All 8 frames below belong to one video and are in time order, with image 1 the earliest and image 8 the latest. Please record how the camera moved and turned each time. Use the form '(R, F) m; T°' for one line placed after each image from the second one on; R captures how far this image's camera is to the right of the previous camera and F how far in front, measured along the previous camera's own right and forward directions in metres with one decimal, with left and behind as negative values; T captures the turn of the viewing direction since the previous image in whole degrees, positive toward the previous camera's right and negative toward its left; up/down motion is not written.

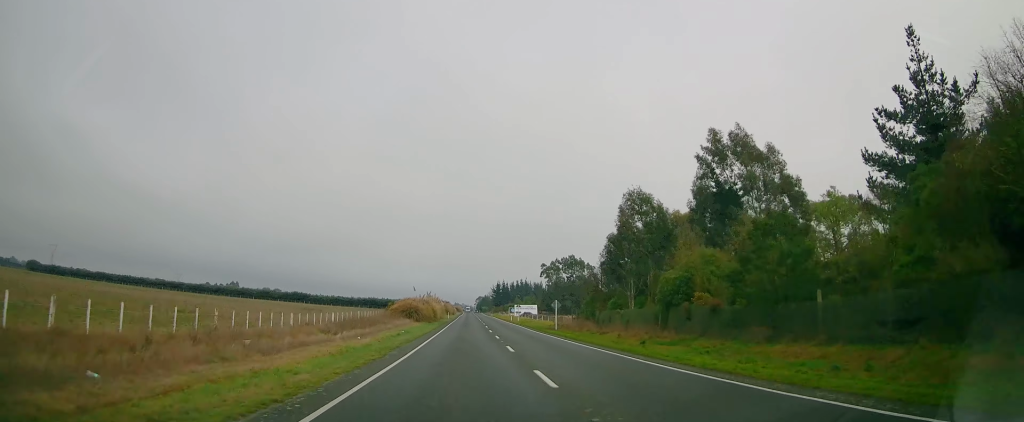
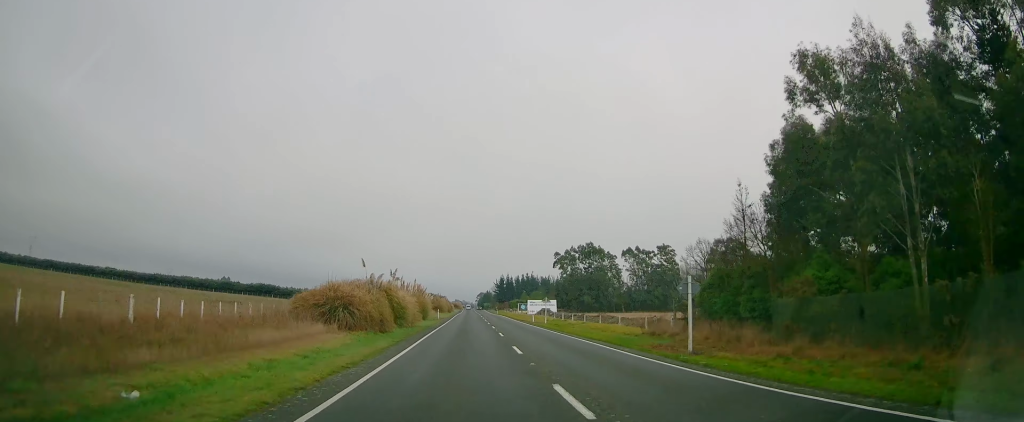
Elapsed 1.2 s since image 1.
(-0.1, +33.3) m; -1°
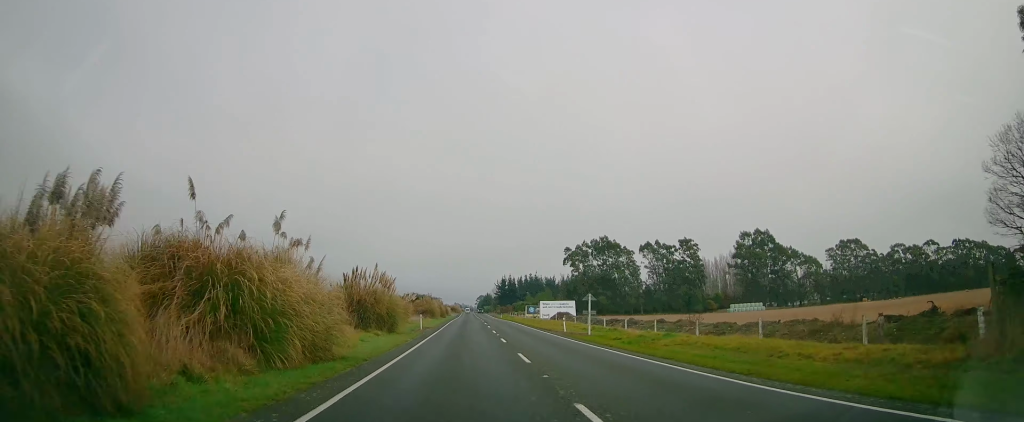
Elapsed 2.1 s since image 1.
(-0.3, +22.4) m; -1°
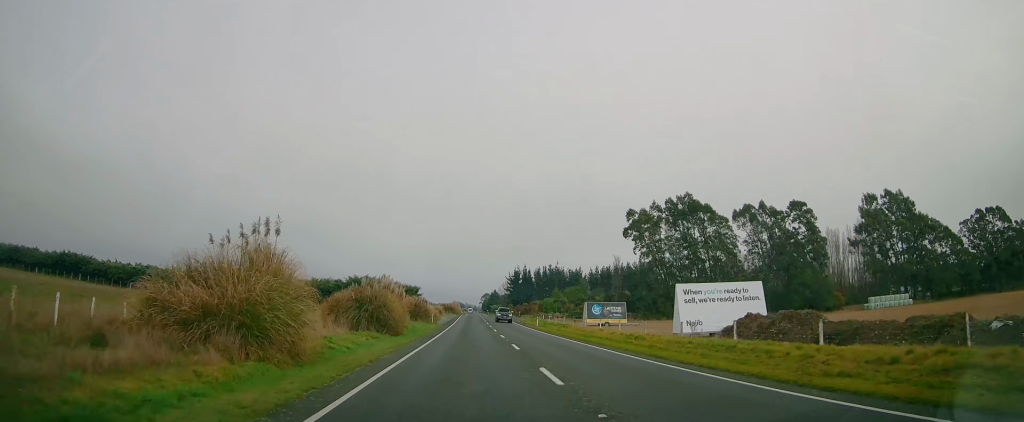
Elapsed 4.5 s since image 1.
(+1.1, +63.3) m; +1°
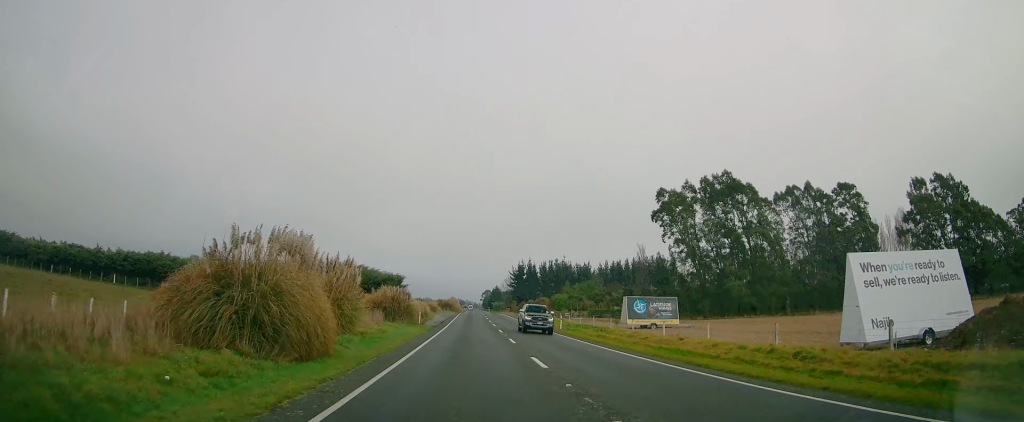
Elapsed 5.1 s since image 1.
(+0.1, +16.6) m; -1°
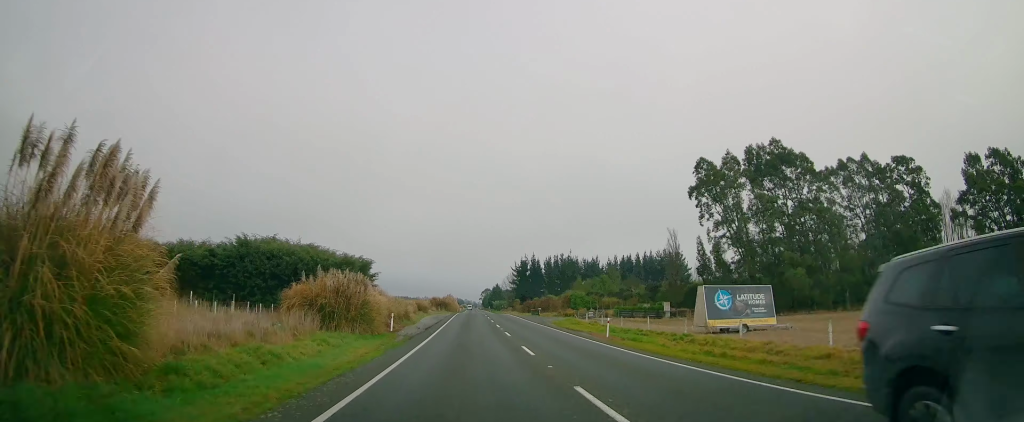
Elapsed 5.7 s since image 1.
(-0.3, +16.6) m; 0°
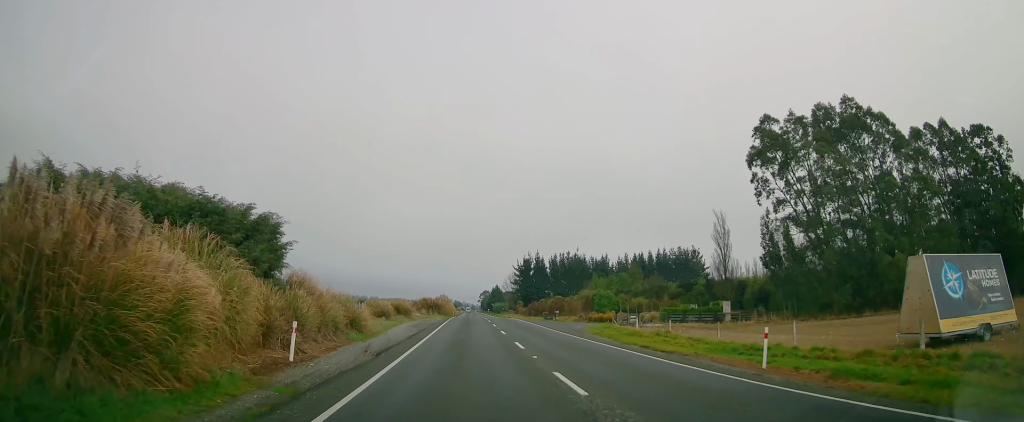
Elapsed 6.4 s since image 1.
(-0.1, +17.5) m; 0°
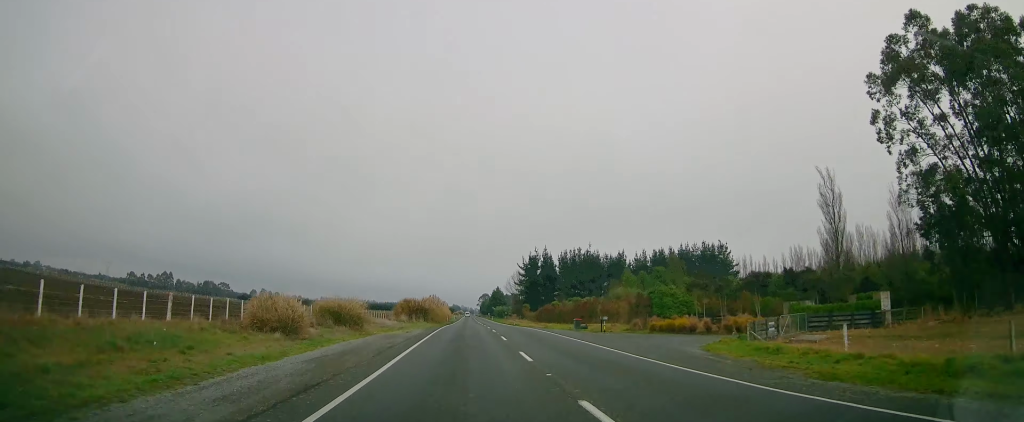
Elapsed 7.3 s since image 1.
(+0.3, +22.8) m; 0°
